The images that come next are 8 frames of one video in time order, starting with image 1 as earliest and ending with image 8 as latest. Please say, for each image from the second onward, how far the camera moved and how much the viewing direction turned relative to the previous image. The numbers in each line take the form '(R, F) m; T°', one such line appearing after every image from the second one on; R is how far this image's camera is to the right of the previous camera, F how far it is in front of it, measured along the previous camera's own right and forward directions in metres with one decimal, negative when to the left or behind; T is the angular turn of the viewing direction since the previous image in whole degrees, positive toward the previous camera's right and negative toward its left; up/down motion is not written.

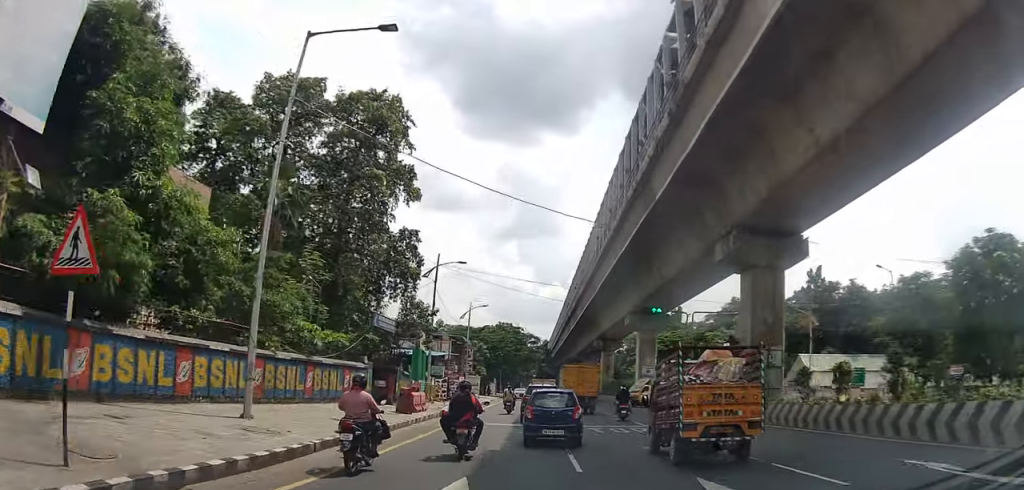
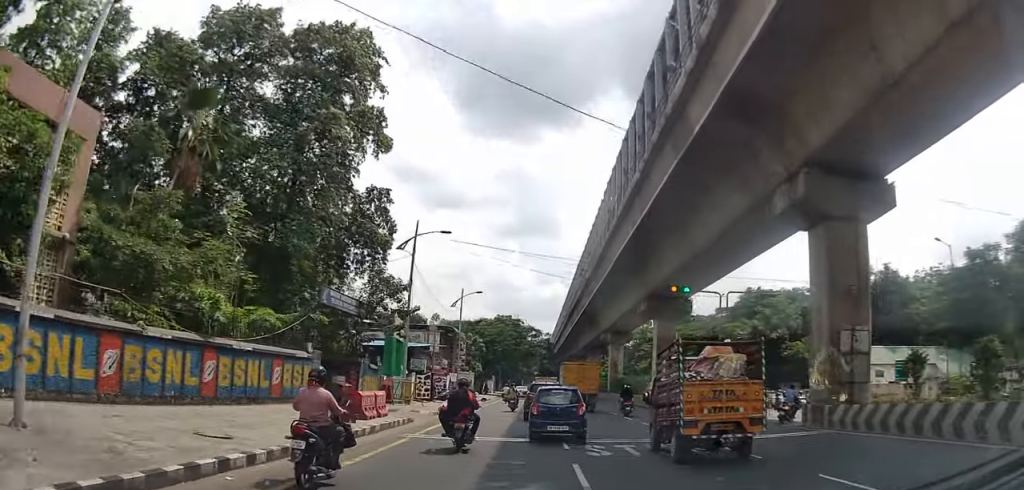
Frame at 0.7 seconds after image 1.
(-0.1, +7.1) m; 0°
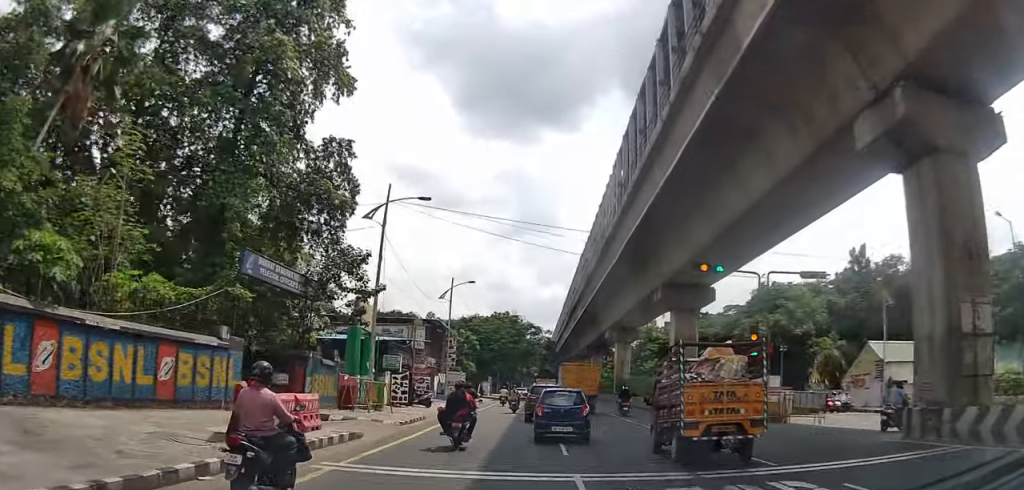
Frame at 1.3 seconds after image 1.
(+0.1, +5.7) m; +1°
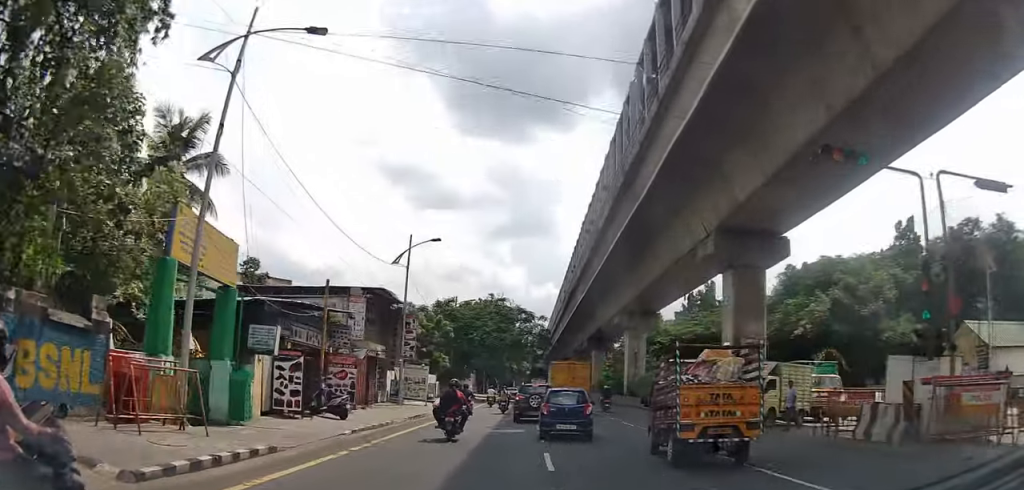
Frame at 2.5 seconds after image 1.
(+0.1, +12.1) m; +1°
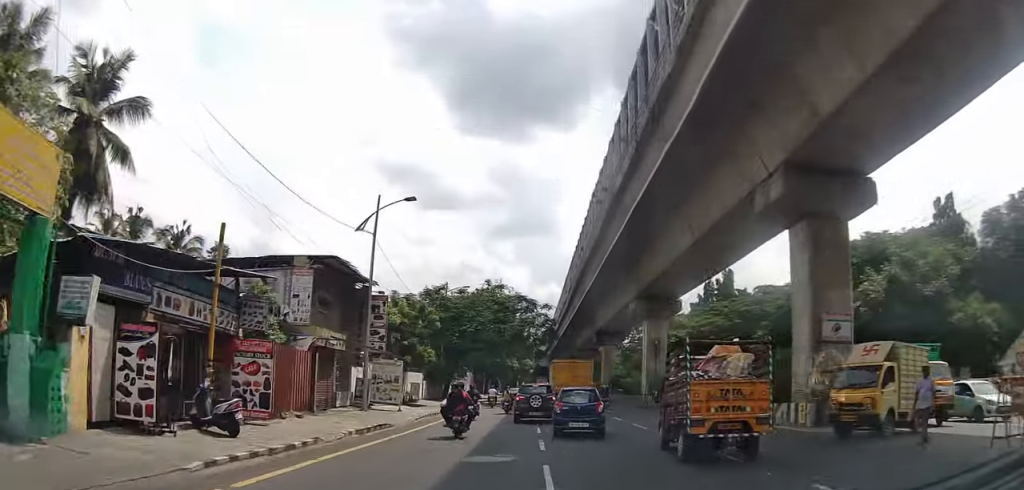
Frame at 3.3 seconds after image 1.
(0.0, +8.2) m; 0°
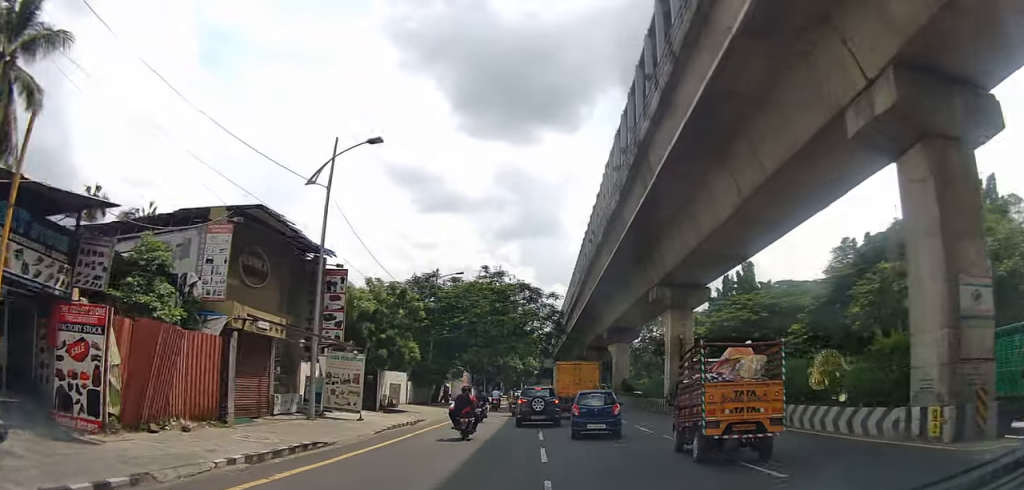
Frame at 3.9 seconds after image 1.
(0.0, +6.9) m; 0°
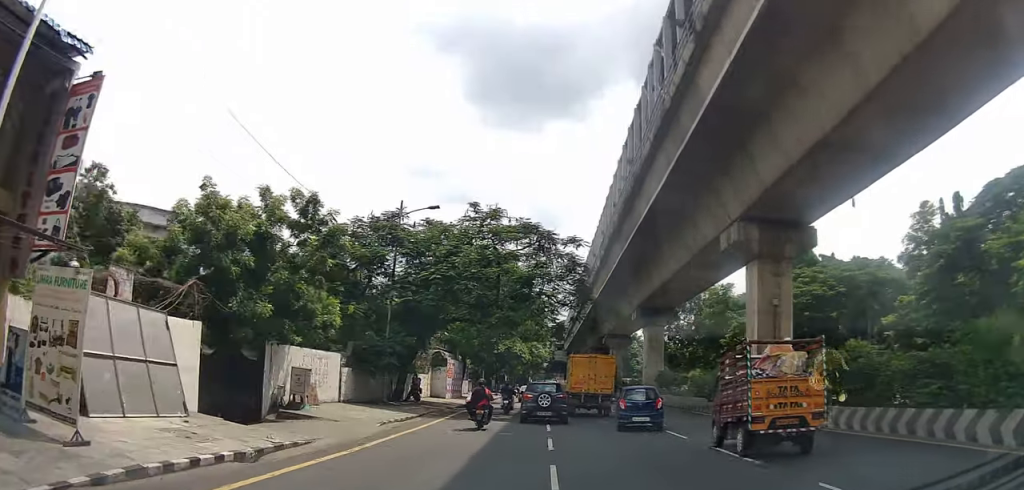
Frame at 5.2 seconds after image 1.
(0.0, +16.0) m; -1°
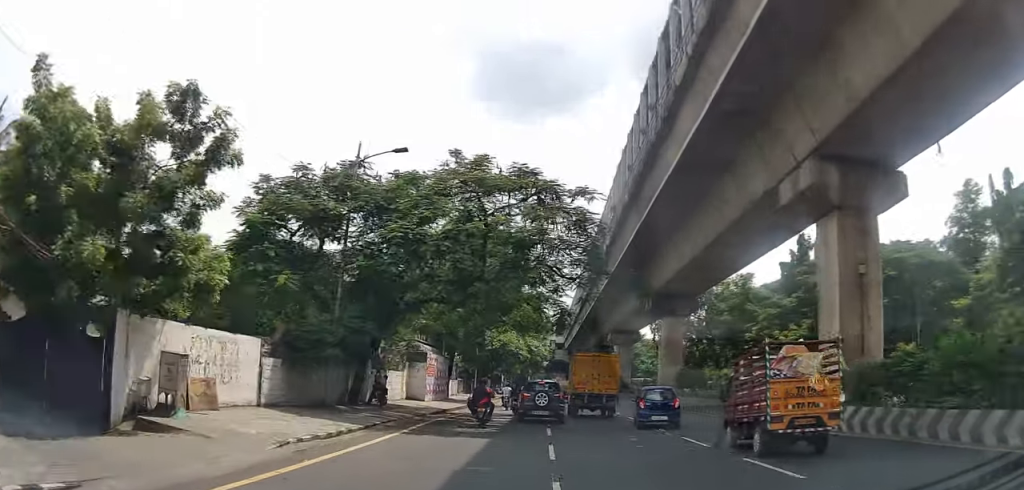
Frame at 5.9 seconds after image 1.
(0.0, +8.4) m; 0°
